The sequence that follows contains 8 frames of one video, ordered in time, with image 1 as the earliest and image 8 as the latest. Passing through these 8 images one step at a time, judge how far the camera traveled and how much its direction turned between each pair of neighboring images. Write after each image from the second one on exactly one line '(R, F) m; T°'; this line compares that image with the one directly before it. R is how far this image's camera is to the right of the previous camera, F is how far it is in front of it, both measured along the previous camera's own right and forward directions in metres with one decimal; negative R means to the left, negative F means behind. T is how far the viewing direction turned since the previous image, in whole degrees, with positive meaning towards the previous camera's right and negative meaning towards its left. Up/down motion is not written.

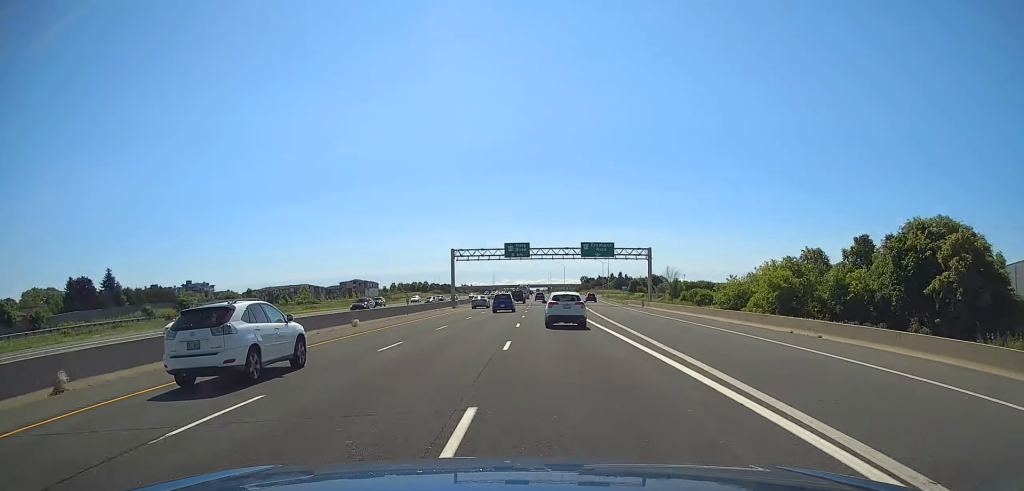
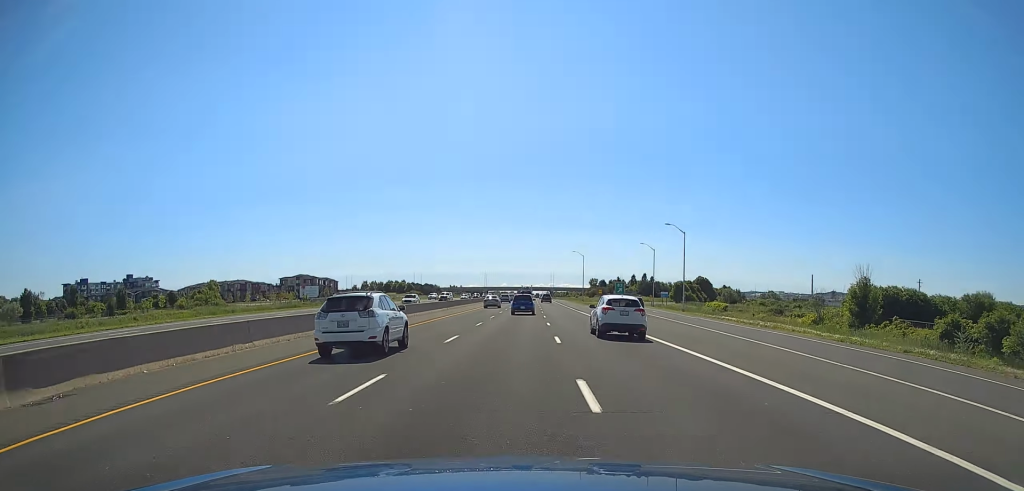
(-0.4, +93.3) m; 0°
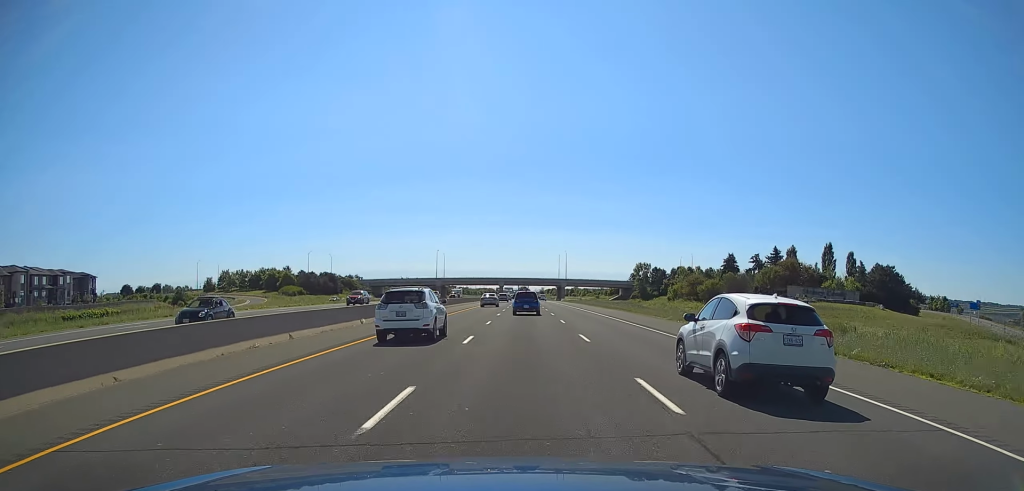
(+1.2, +216.1) m; 0°
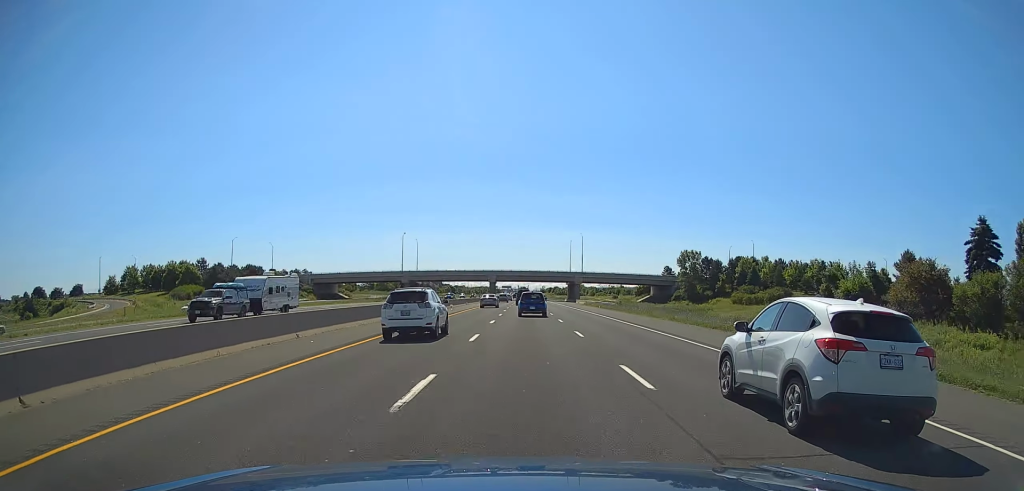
(+0.1, +71.1) m; 0°
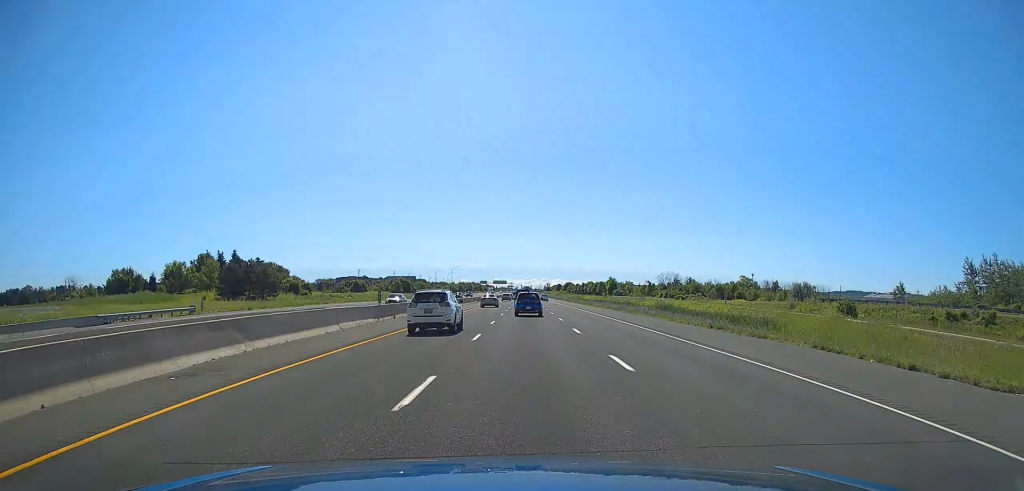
(+0.1, +207.9) m; 0°
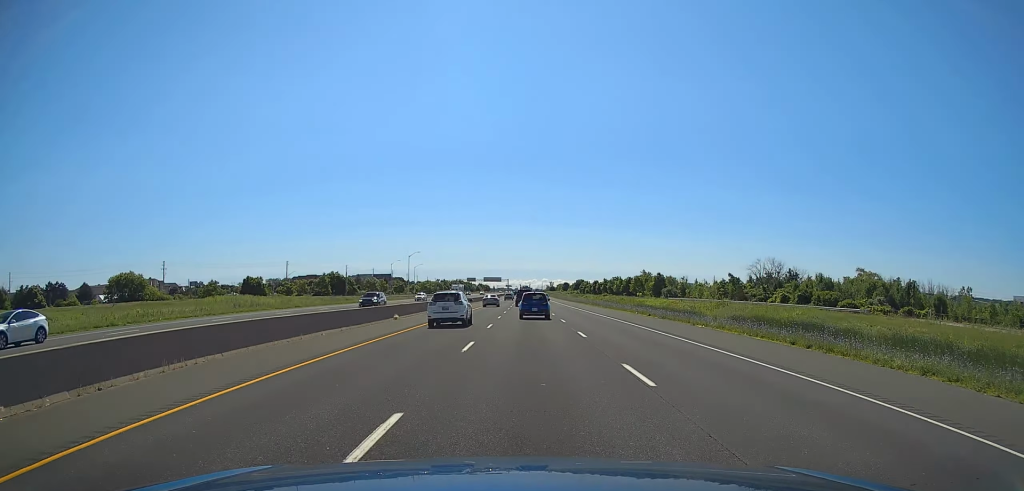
(+0.3, +114.7) m; 0°
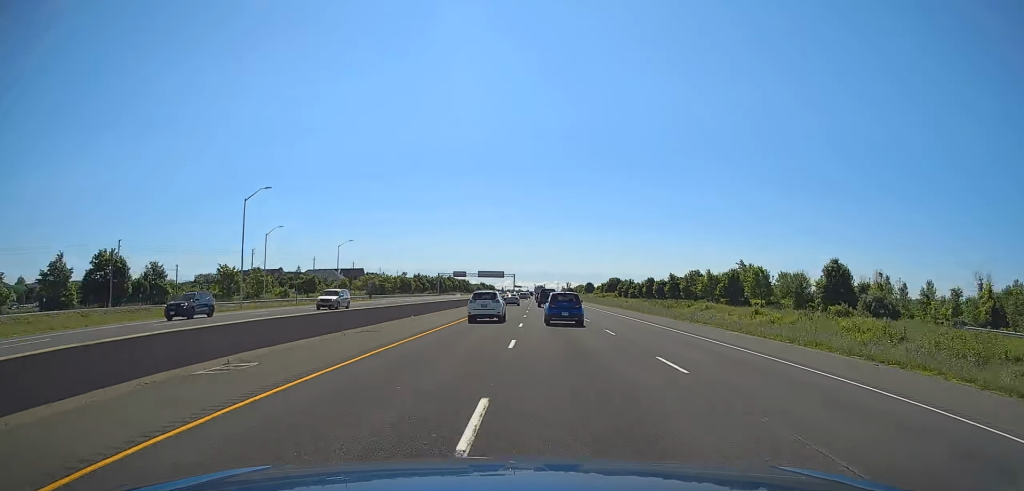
(-1.0, +119.5) m; 0°
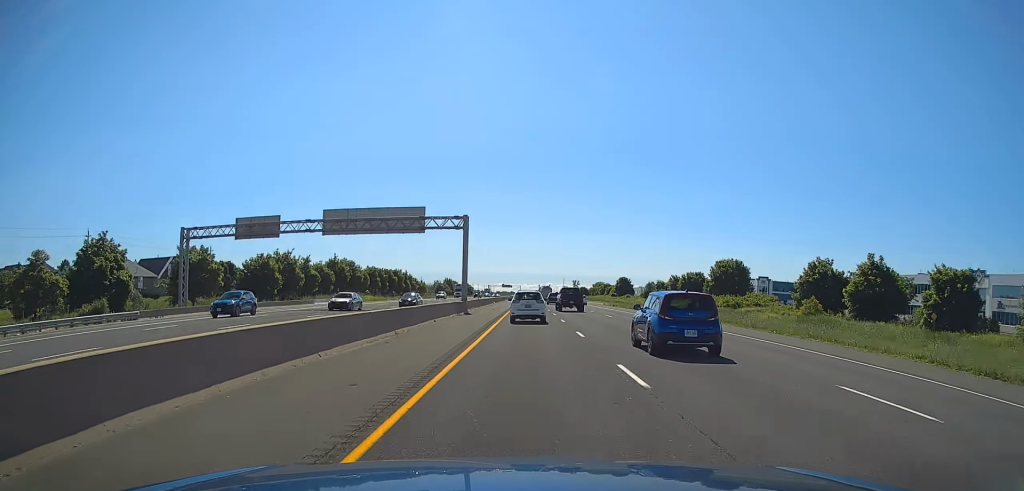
(-0.3, +183.3) m; 0°
